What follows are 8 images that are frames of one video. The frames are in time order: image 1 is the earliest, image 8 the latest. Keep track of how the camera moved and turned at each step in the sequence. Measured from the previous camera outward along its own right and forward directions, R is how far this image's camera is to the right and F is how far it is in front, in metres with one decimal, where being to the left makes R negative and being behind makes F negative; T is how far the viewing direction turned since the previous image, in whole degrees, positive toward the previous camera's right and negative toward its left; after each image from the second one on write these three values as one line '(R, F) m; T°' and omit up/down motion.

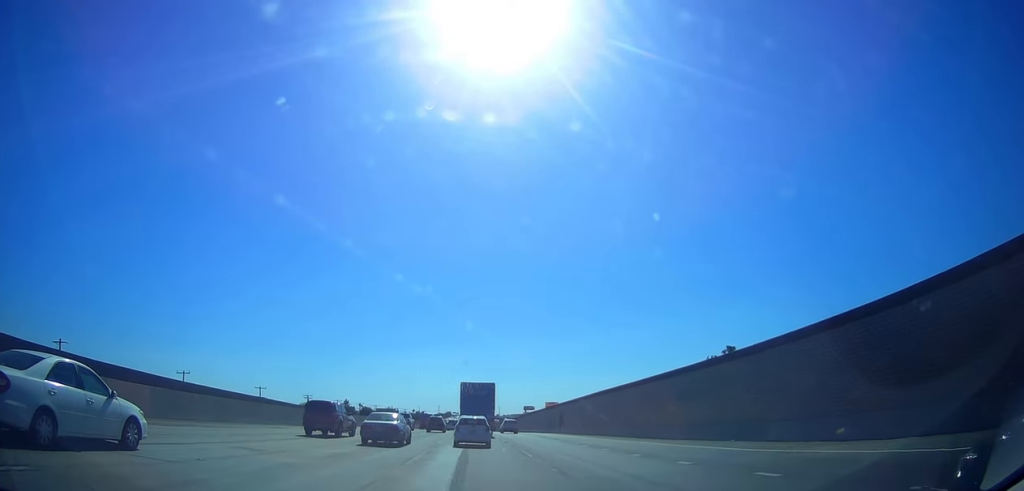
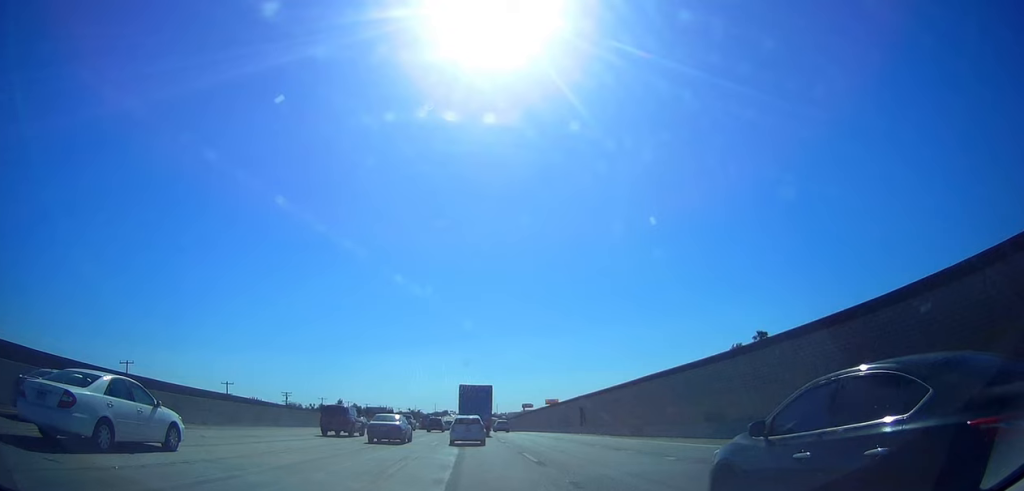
(-0.5, +15.9) m; +2°
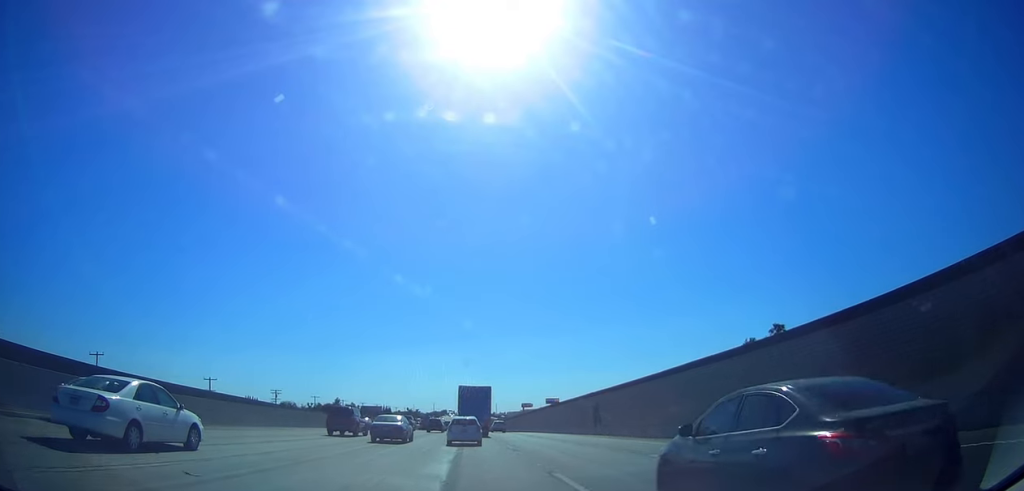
(+0.3, +7.1) m; +3°
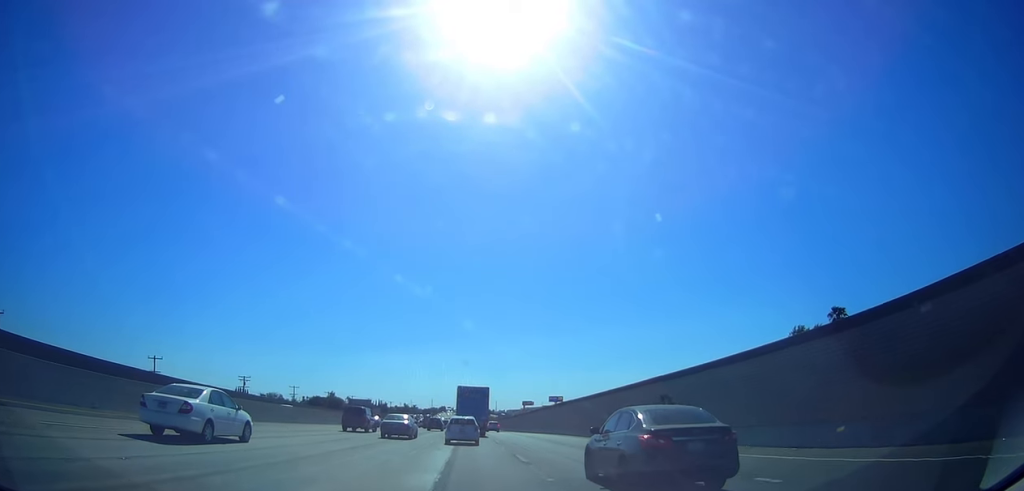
(0.0, +19.6) m; 0°
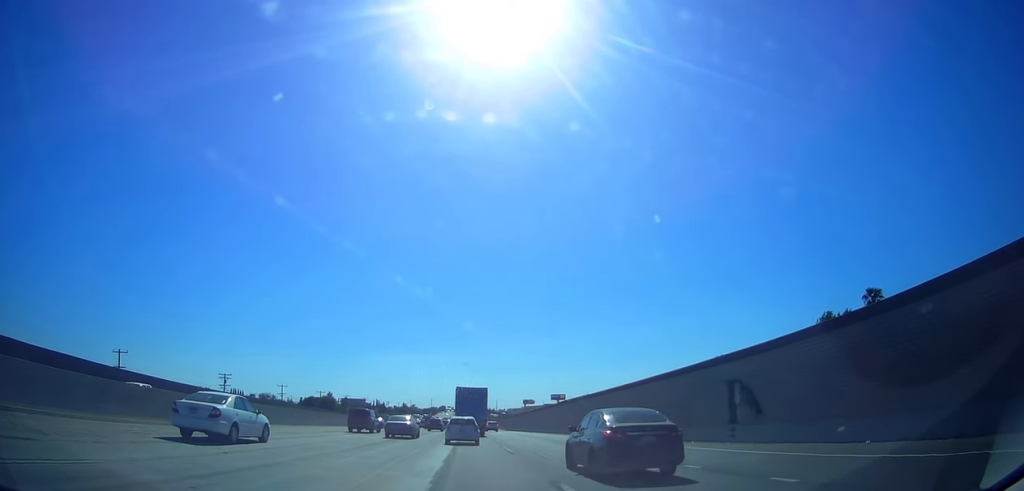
(0.0, +9.6) m; 0°
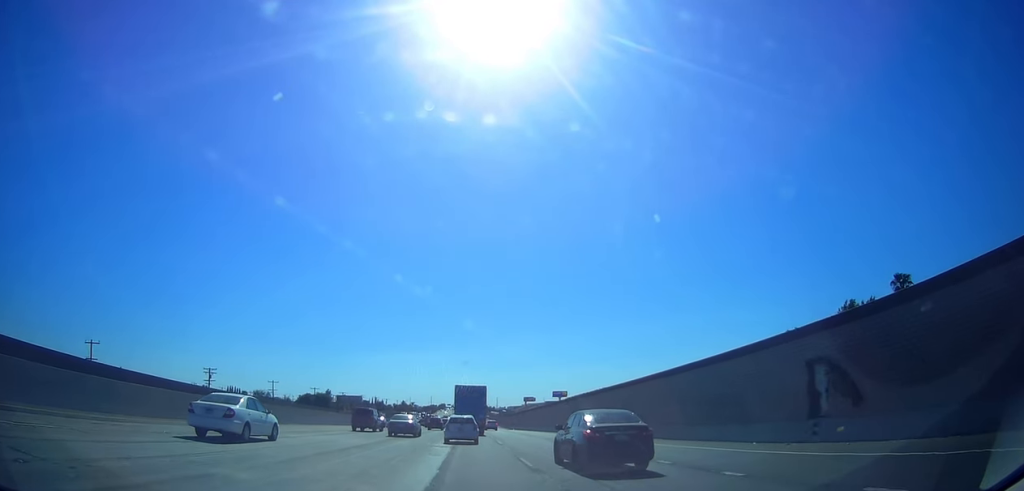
(0.0, +6.7) m; 0°
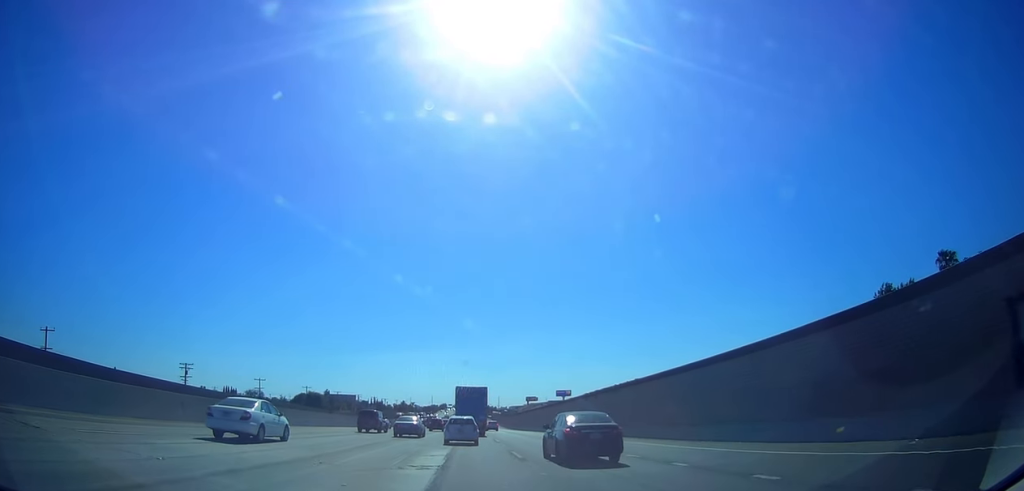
(0.0, +9.6) m; 0°
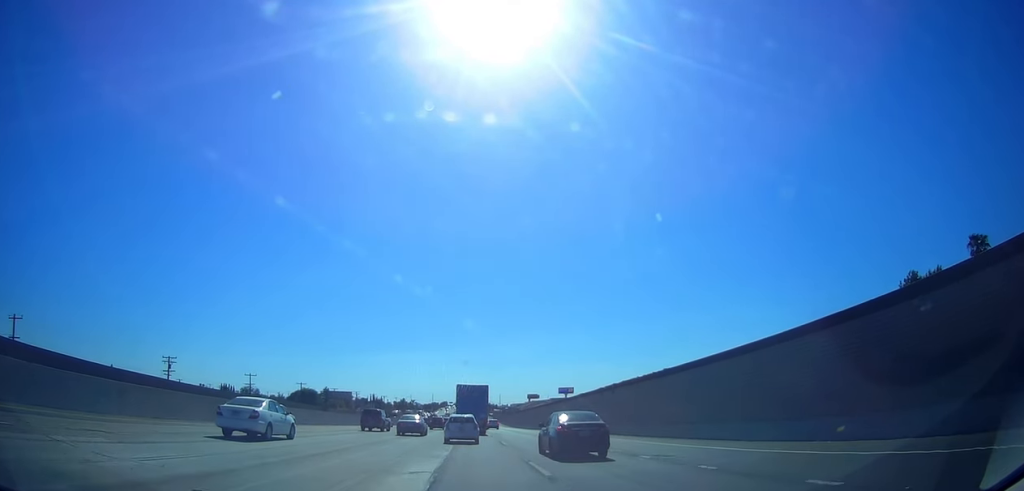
(0.0, +6.0) m; 0°
